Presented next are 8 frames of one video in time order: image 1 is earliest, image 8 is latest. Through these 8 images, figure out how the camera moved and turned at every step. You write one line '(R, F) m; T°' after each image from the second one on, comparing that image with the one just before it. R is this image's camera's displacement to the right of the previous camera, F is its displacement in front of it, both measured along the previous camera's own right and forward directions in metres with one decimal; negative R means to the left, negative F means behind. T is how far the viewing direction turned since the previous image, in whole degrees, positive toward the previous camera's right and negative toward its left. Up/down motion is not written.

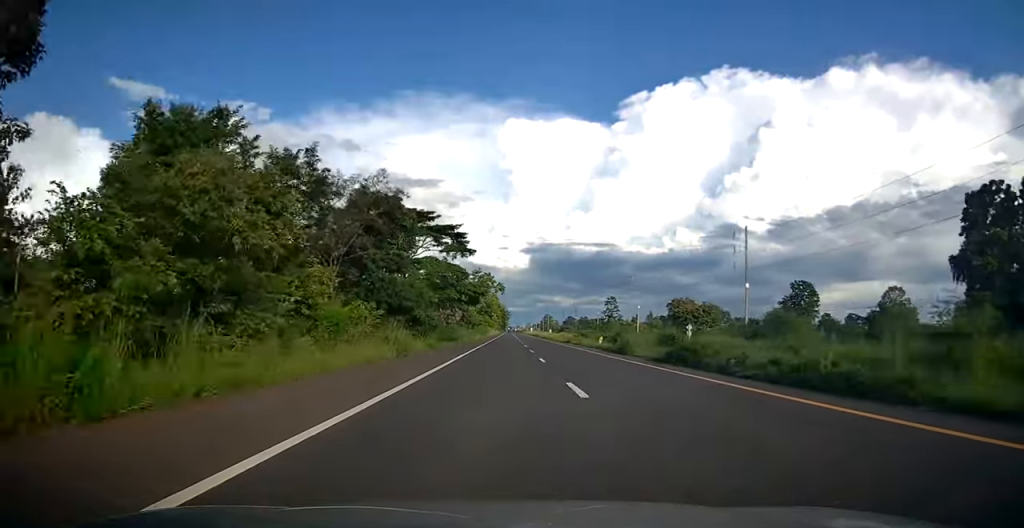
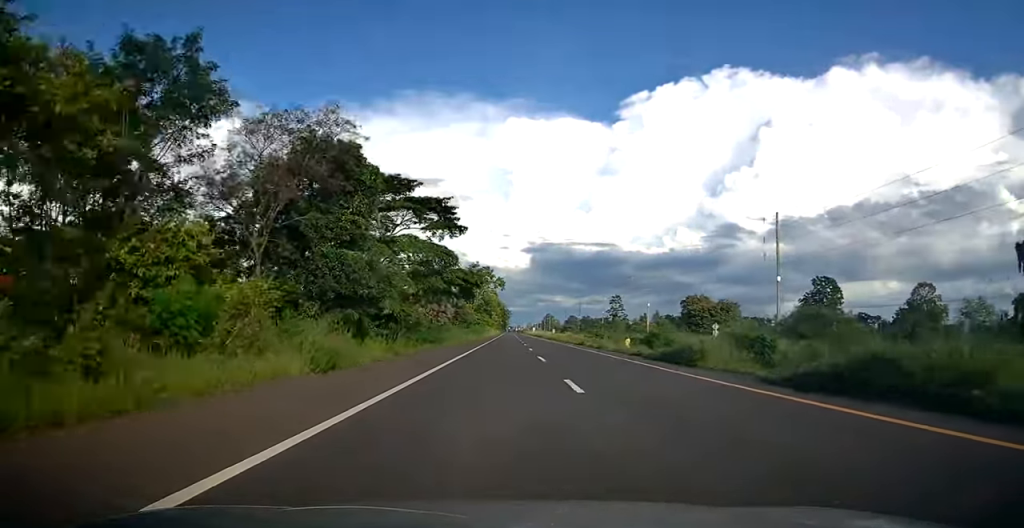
(0.0, +11.2) m; 0°
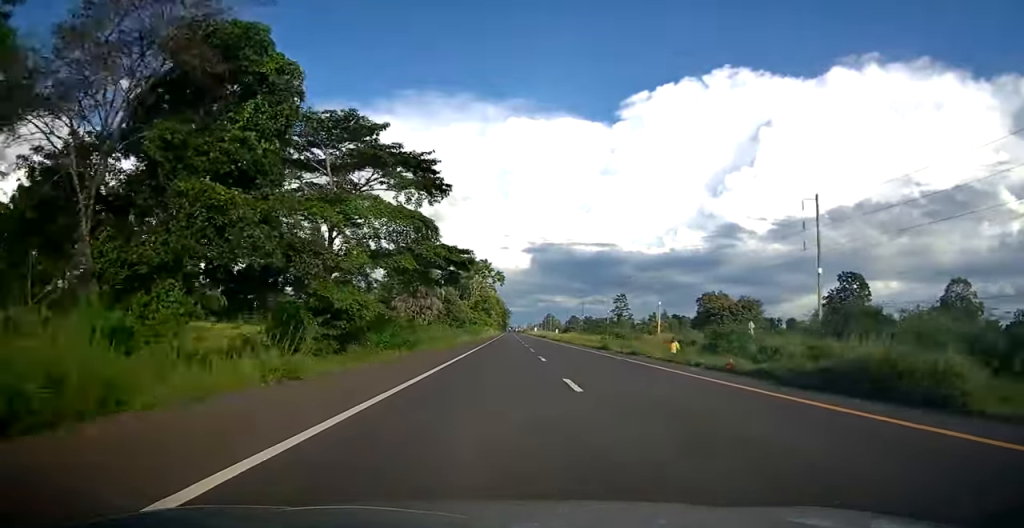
(-0.1, +11.7) m; 0°
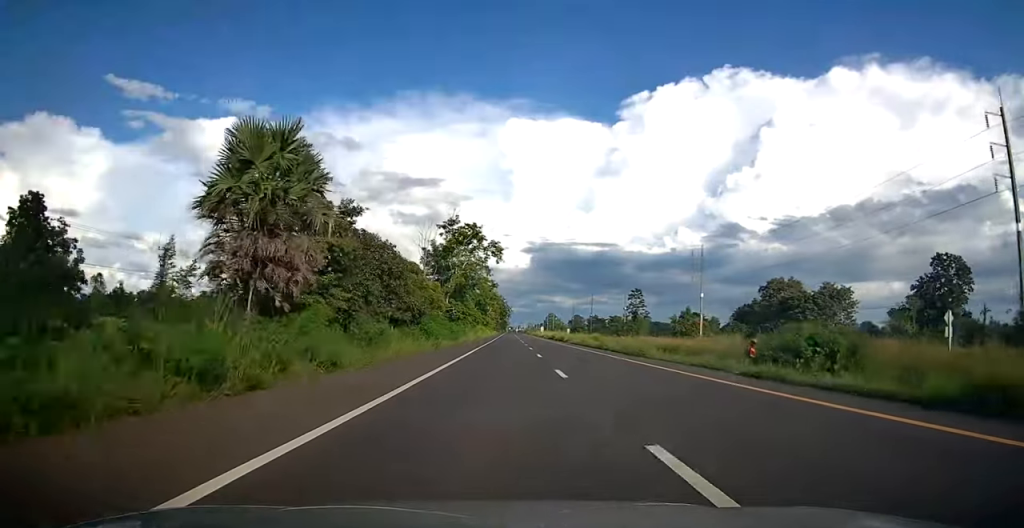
(0.0, +32.6) m; 0°
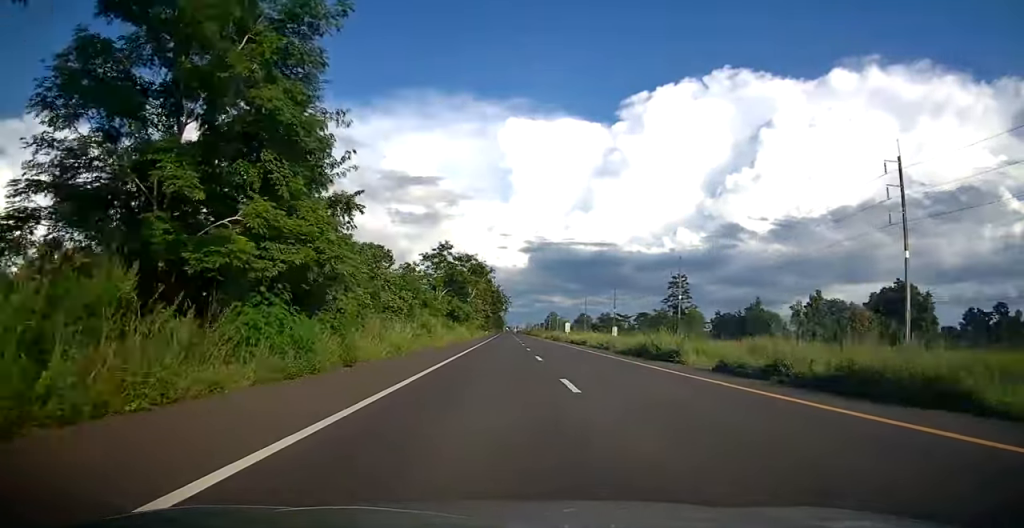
(+0.1, +63.6) m; 0°
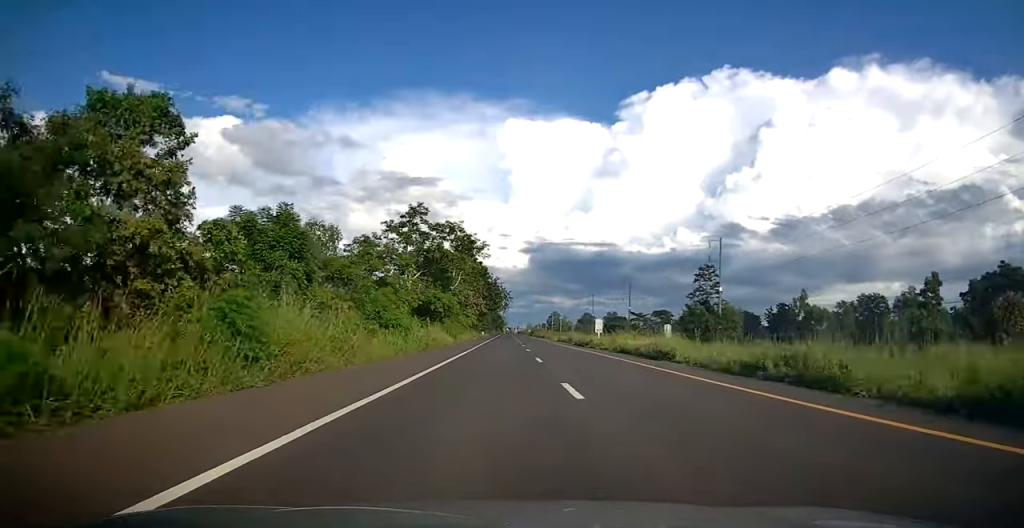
(+0.1, +25.0) m; 0°
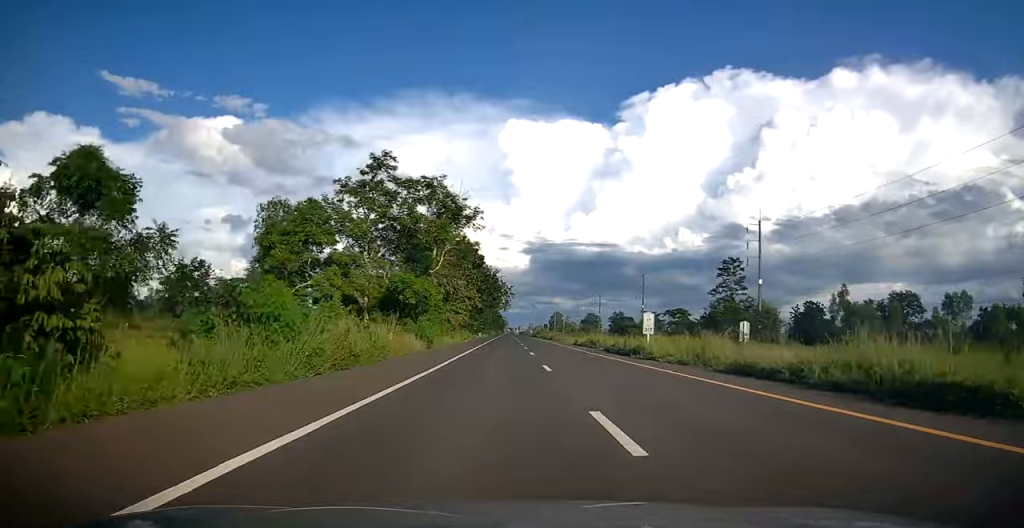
(+0.1, +16.6) m; 0°
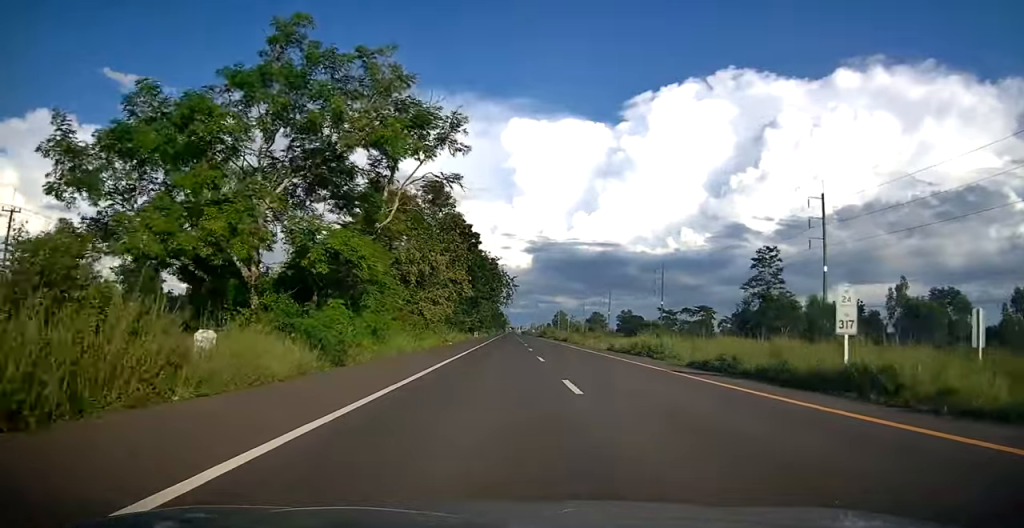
(-0.1, +18.8) m; 0°
